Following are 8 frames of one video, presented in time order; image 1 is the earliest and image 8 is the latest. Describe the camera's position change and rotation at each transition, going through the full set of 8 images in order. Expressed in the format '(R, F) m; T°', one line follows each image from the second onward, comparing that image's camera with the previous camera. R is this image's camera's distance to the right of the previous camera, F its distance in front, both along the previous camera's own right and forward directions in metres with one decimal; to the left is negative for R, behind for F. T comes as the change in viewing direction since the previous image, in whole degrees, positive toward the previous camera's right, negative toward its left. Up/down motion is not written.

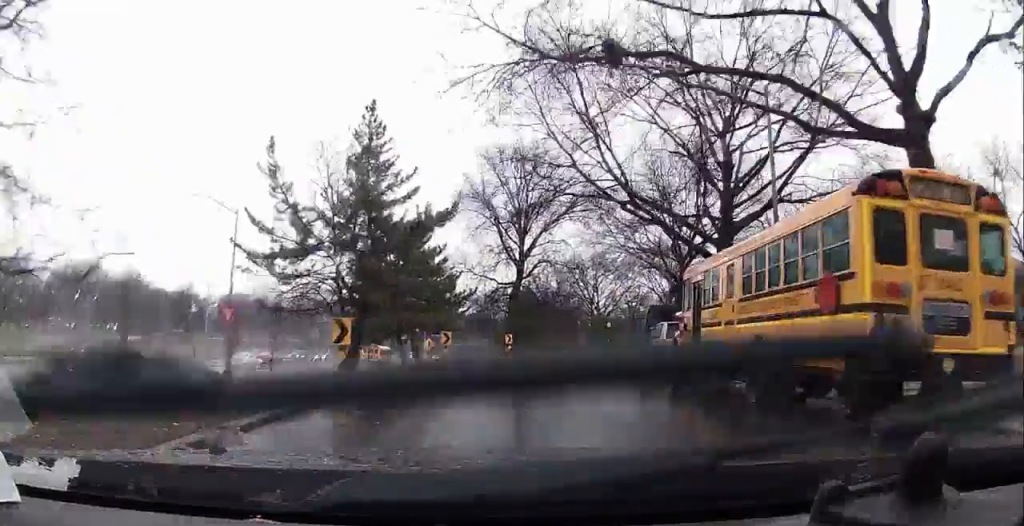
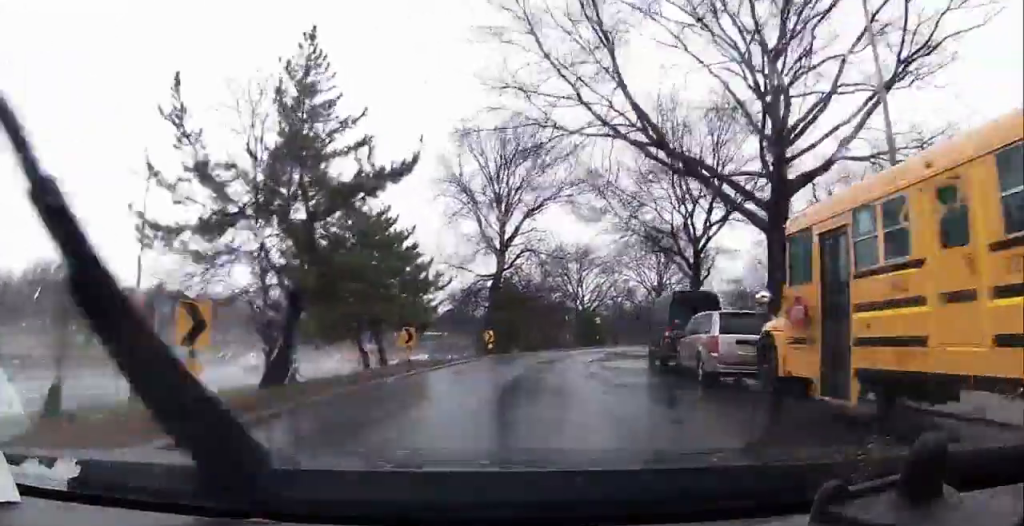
(0.0, +6.7) m; +2°
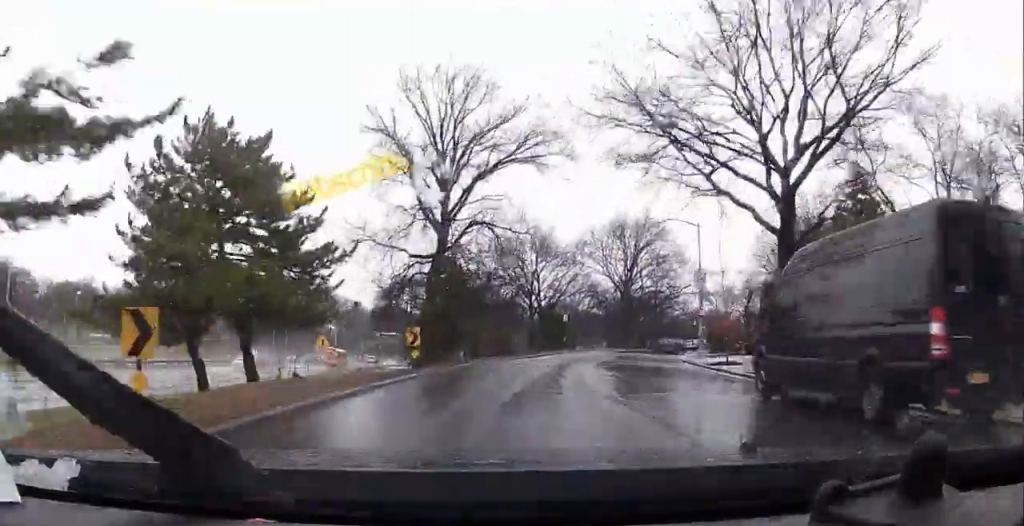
(+1.4, +15.3) m; +11°
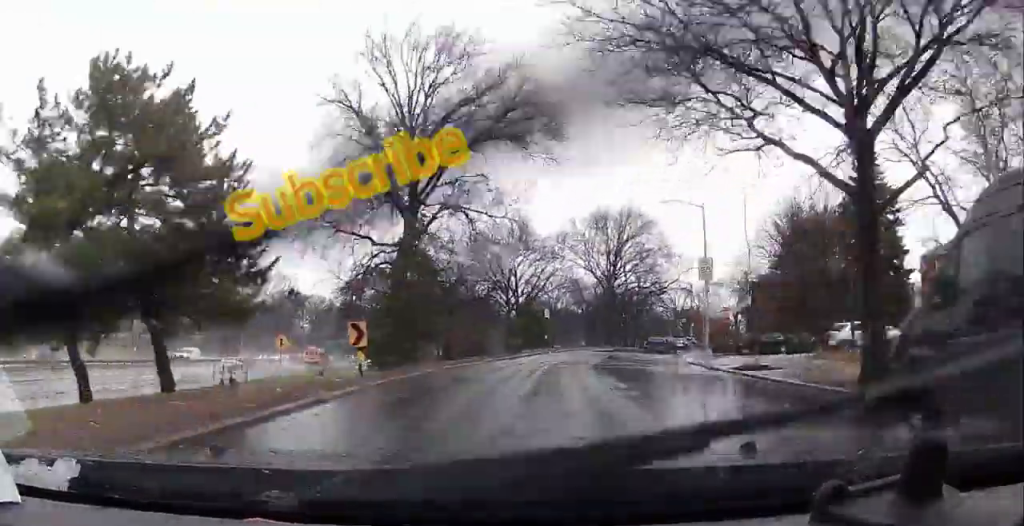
(+0.3, +5.6) m; +3°
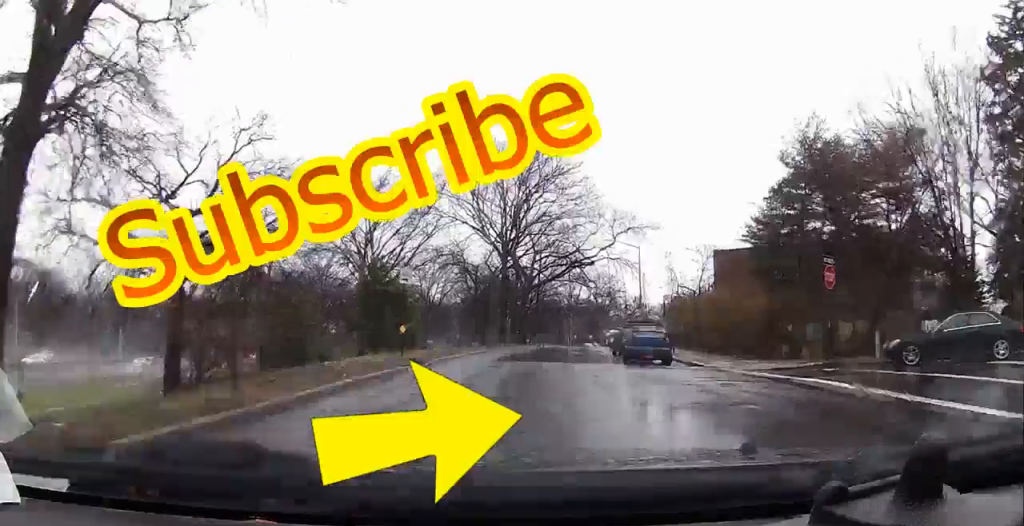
(+0.8, +29.9) m; +6°
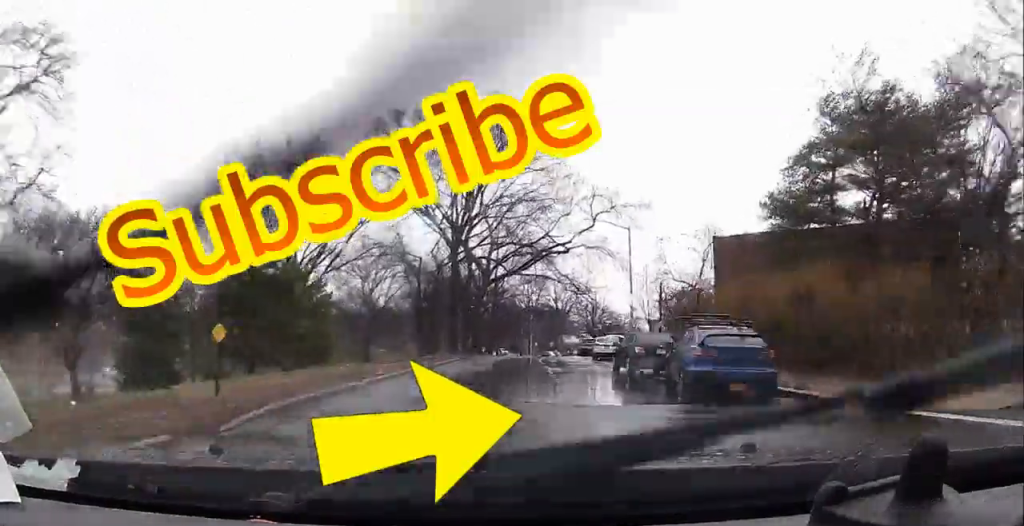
(+0.5, +12.9) m; +5°
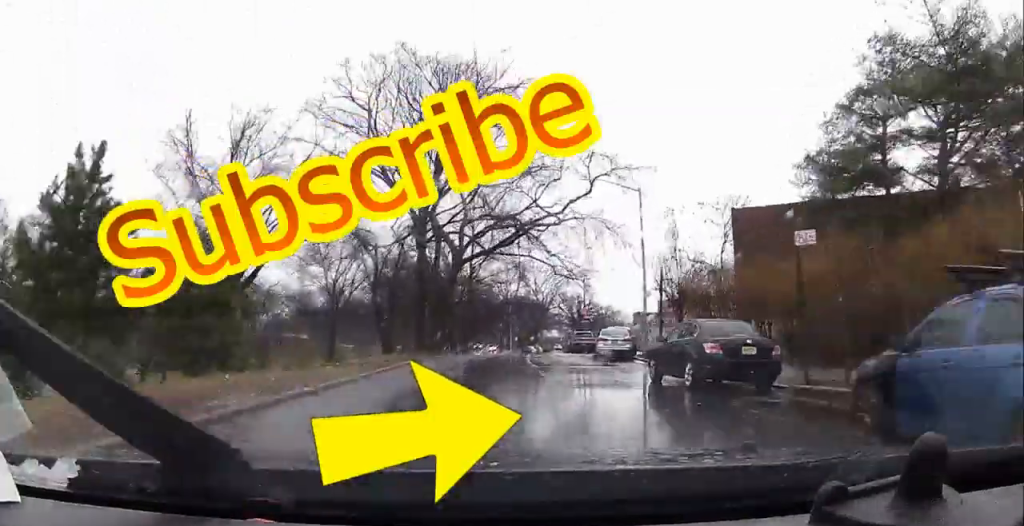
(+0.4, +9.4) m; +3°
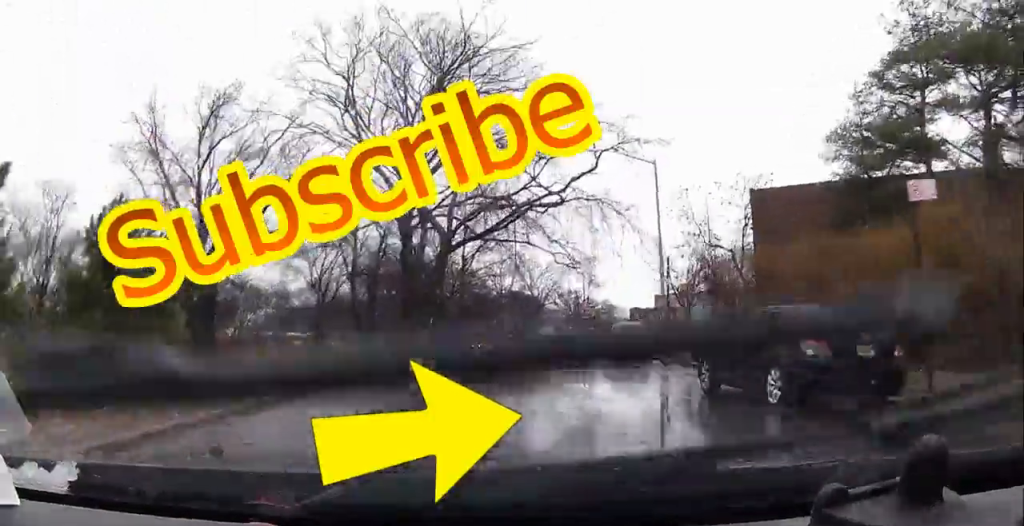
(+0.1, +4.5) m; 0°
